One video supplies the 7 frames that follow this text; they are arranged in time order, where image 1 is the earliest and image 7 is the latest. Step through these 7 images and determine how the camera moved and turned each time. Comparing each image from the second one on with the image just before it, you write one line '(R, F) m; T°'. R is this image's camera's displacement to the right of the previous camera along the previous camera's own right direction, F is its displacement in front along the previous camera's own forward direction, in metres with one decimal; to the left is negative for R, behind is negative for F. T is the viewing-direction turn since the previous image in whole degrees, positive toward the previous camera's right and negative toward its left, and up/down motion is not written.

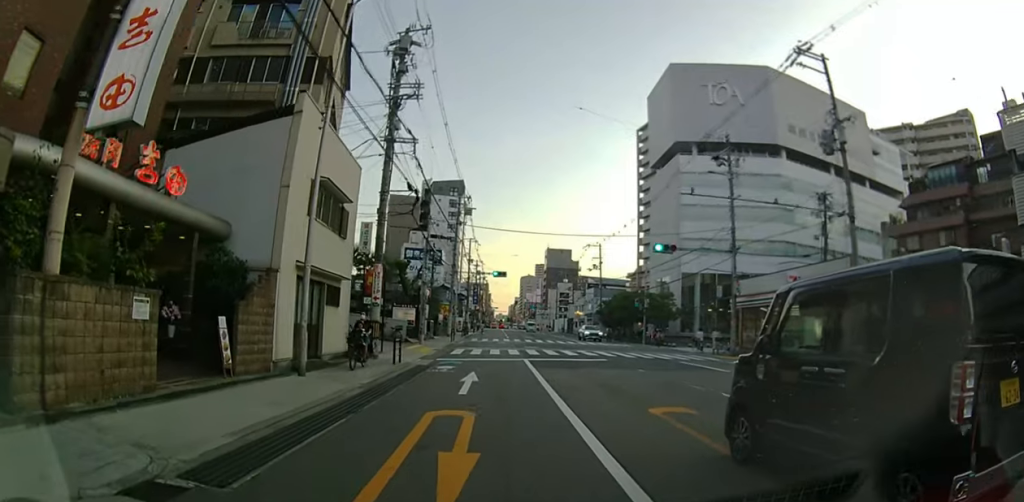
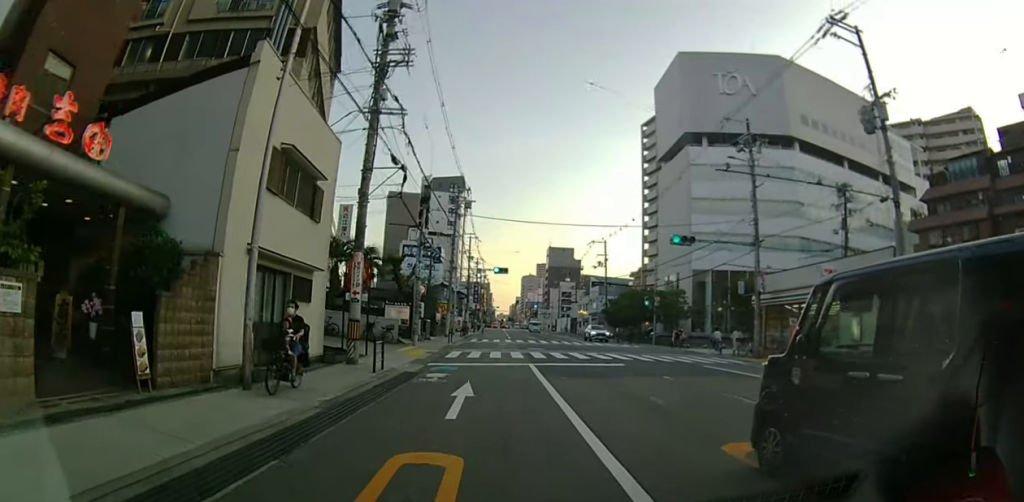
(0.0, +2.9) m; 0°
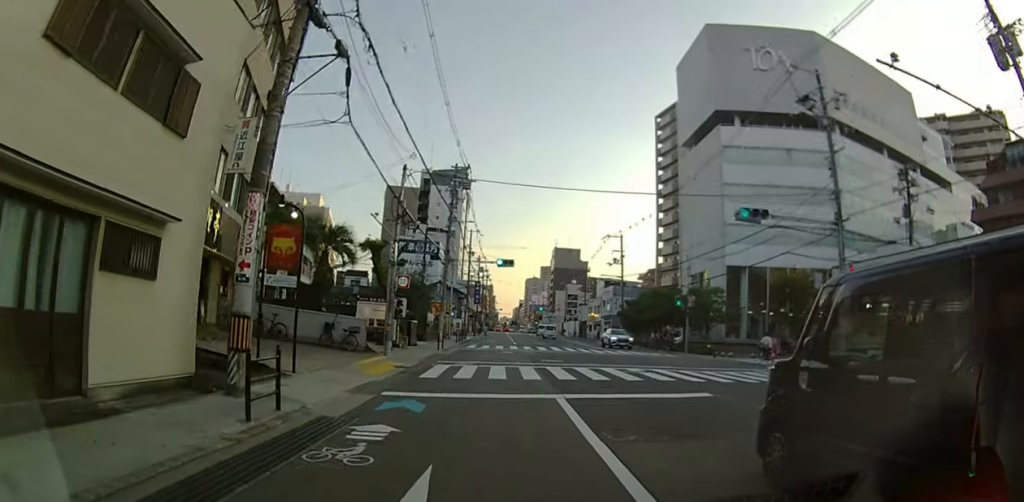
(0.0, +7.1) m; -1°
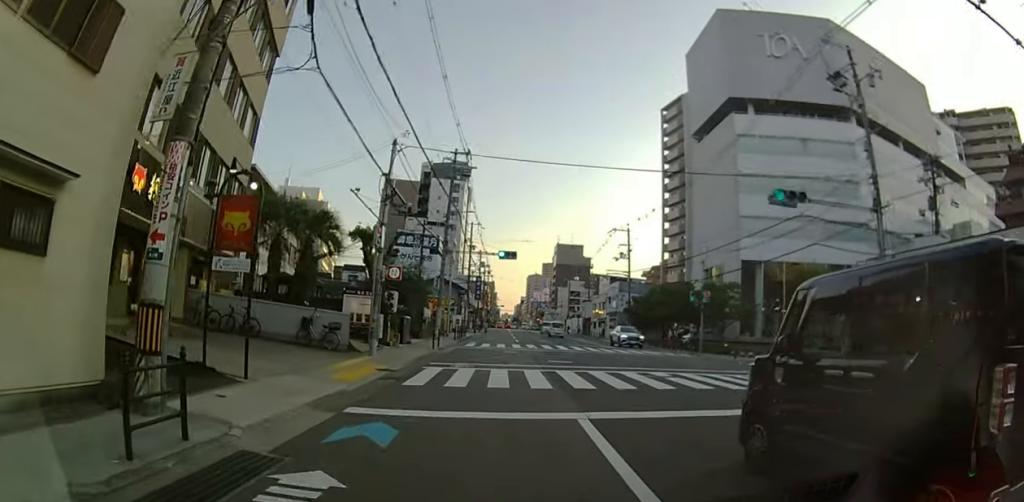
(0.0, +2.4) m; -1°
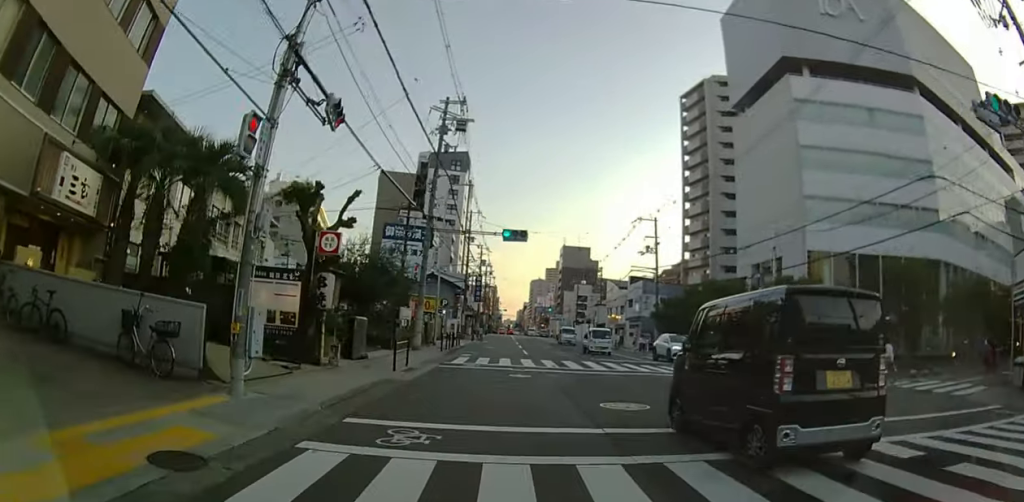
(-0.1, +9.5) m; 0°
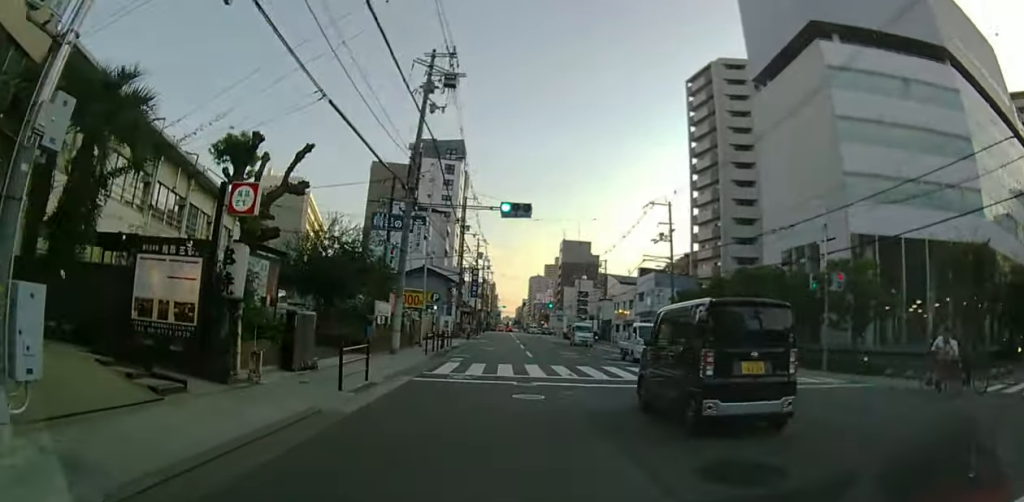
(0.0, +5.0) m; +2°
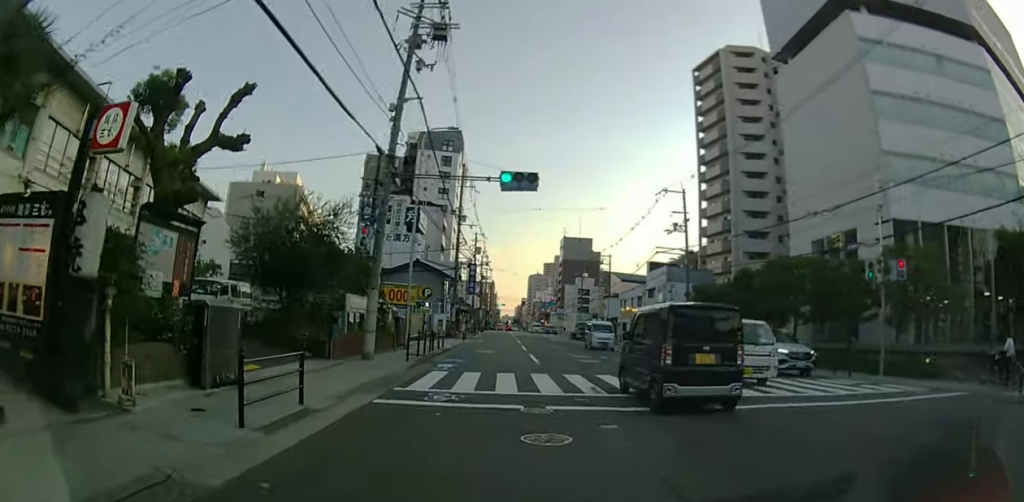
(+0.1, +3.9) m; +1°
